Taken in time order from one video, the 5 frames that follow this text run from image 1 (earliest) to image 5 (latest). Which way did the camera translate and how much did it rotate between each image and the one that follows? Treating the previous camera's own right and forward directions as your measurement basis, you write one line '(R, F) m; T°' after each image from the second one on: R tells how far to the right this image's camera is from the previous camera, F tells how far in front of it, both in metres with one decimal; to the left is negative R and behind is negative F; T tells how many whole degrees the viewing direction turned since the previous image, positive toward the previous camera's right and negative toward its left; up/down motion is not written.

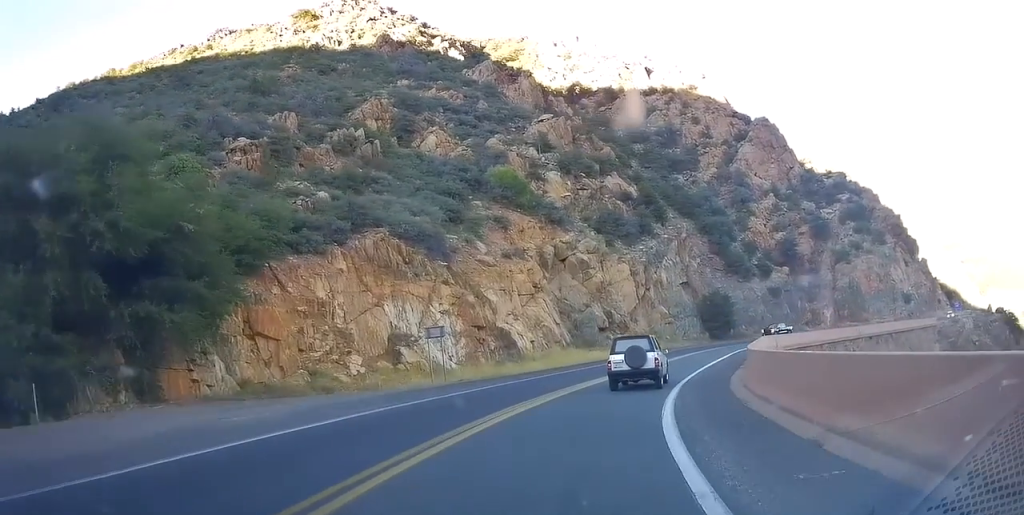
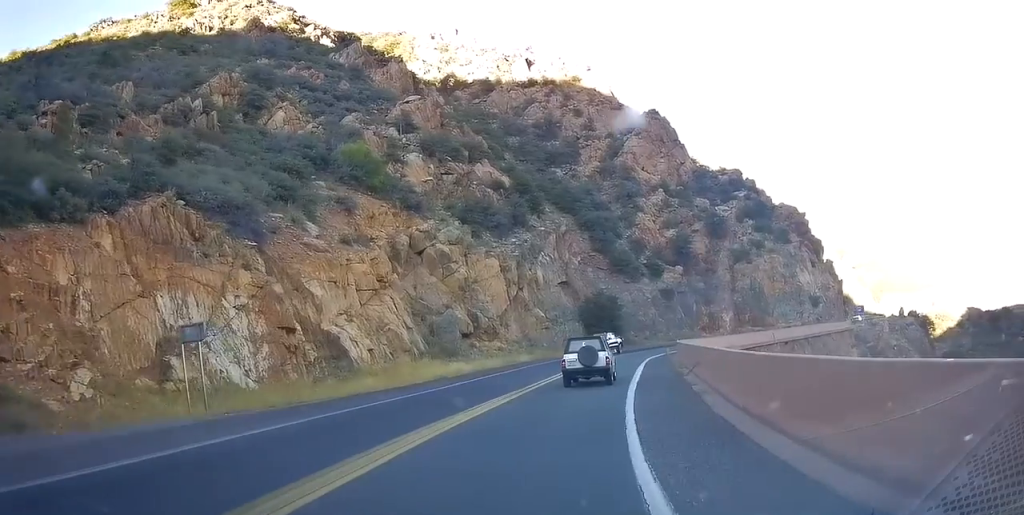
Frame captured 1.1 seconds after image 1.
(+2.5, +12.2) m; +14°
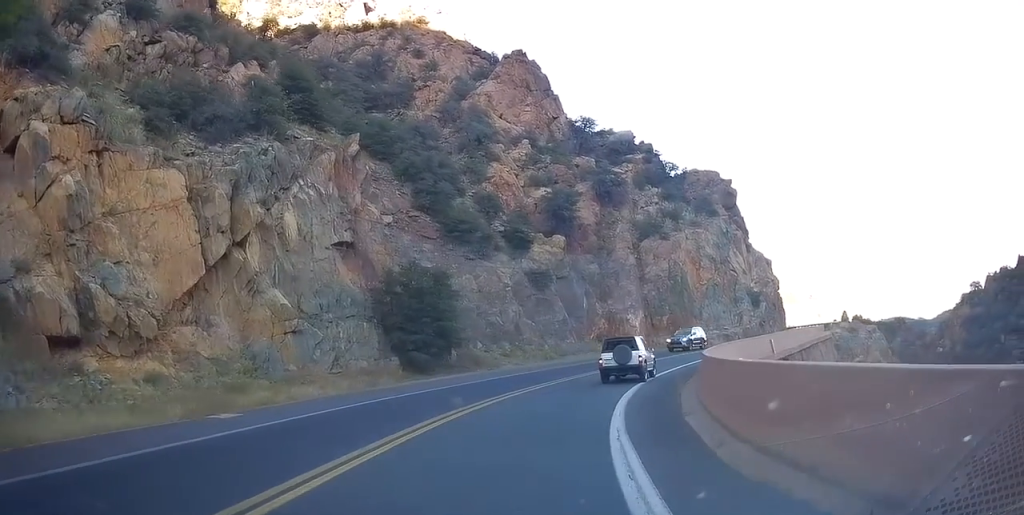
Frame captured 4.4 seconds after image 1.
(+4.8, +38.5) m; +12°
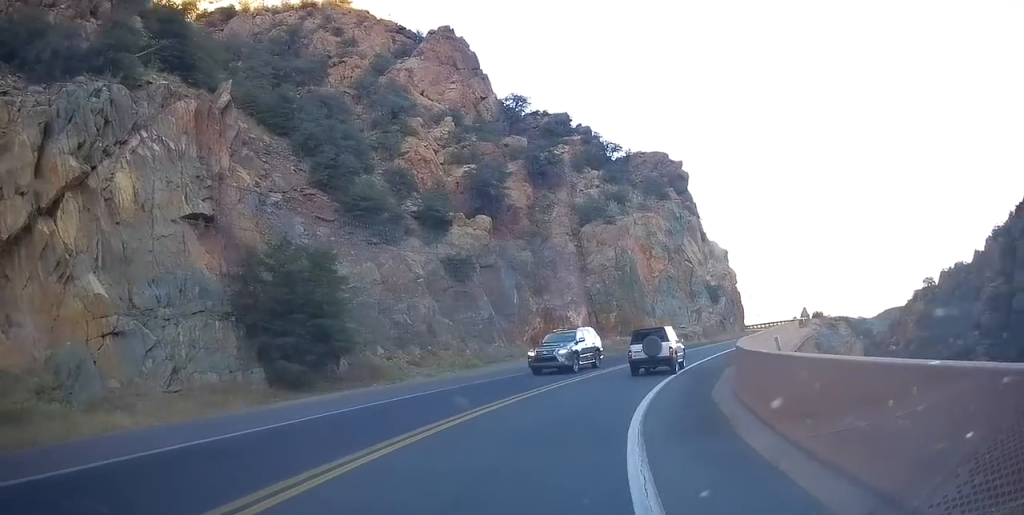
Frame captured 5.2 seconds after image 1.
(0.0, +10.6) m; +4°
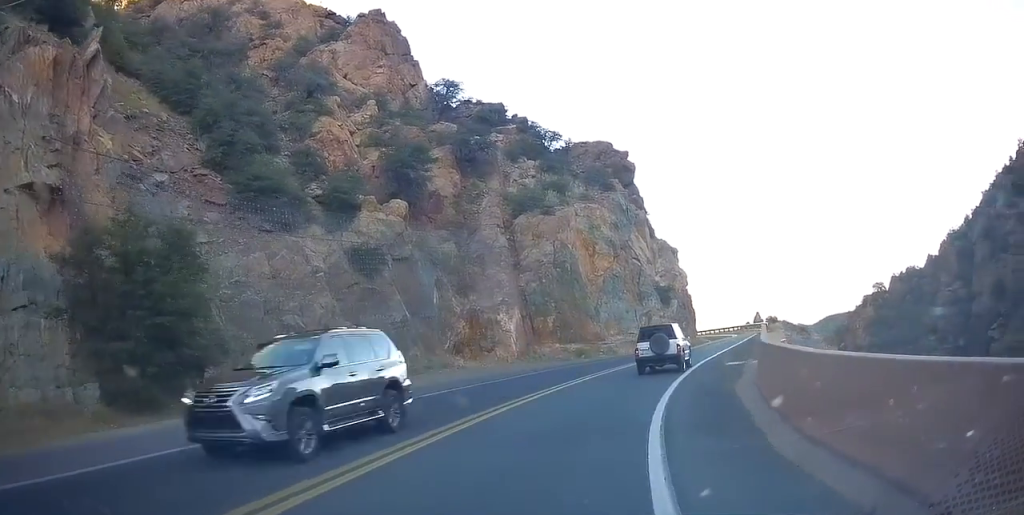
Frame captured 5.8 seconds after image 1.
(-0.3, +7.6) m; +6°
